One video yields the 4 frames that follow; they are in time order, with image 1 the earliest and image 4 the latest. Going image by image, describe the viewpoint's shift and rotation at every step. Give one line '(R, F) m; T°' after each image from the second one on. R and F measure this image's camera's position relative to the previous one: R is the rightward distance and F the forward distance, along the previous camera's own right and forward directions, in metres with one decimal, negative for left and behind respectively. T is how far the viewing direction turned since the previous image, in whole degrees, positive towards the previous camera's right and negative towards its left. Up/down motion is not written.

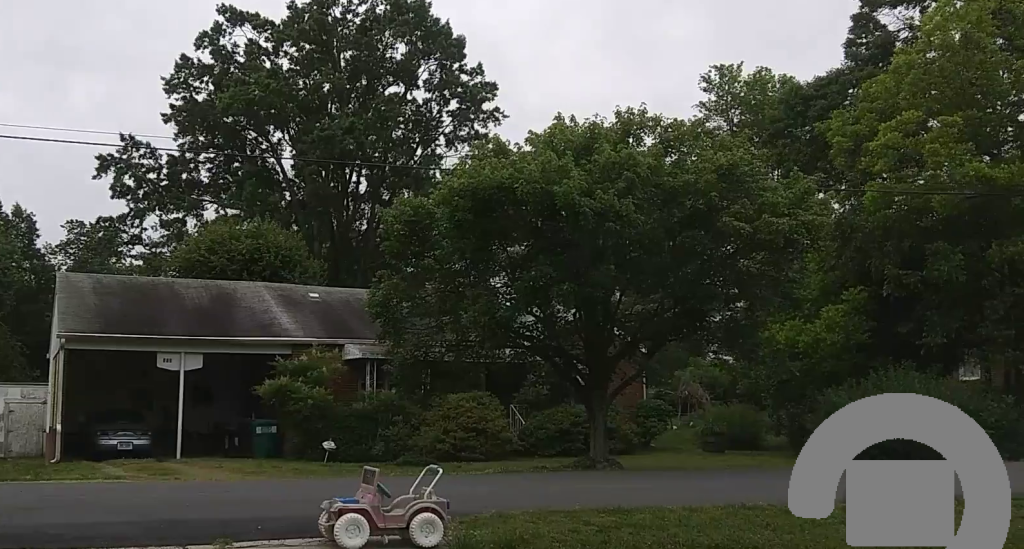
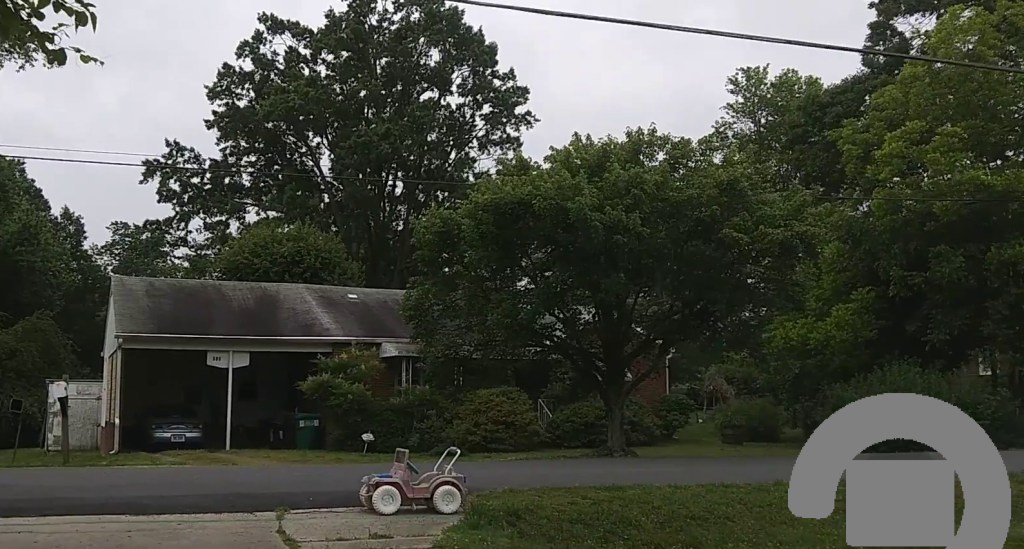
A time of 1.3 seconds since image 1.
(0.0, +1.9) m; +1°
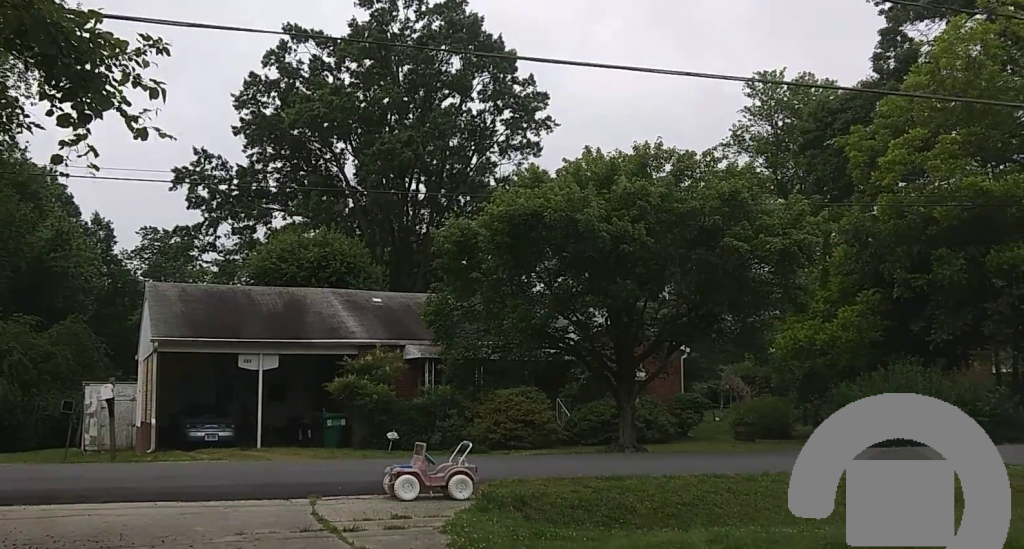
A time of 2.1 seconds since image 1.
(0.0, +1.2) m; 0°
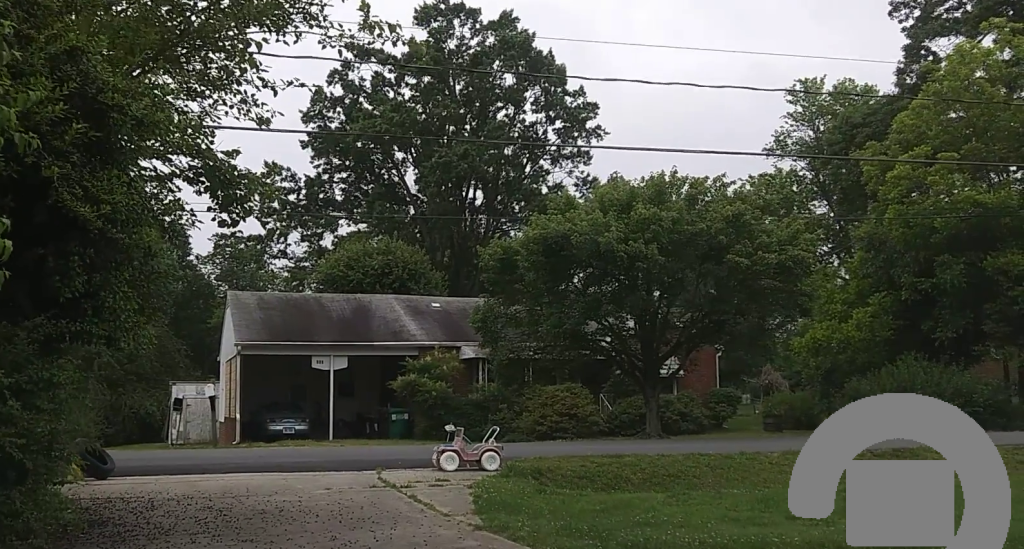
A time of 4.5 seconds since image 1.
(0.0, +3.5) m; 0°
